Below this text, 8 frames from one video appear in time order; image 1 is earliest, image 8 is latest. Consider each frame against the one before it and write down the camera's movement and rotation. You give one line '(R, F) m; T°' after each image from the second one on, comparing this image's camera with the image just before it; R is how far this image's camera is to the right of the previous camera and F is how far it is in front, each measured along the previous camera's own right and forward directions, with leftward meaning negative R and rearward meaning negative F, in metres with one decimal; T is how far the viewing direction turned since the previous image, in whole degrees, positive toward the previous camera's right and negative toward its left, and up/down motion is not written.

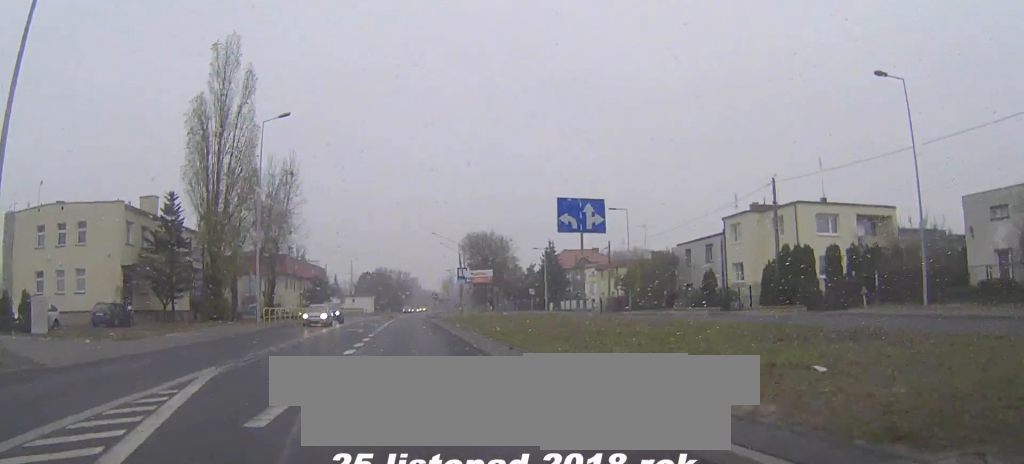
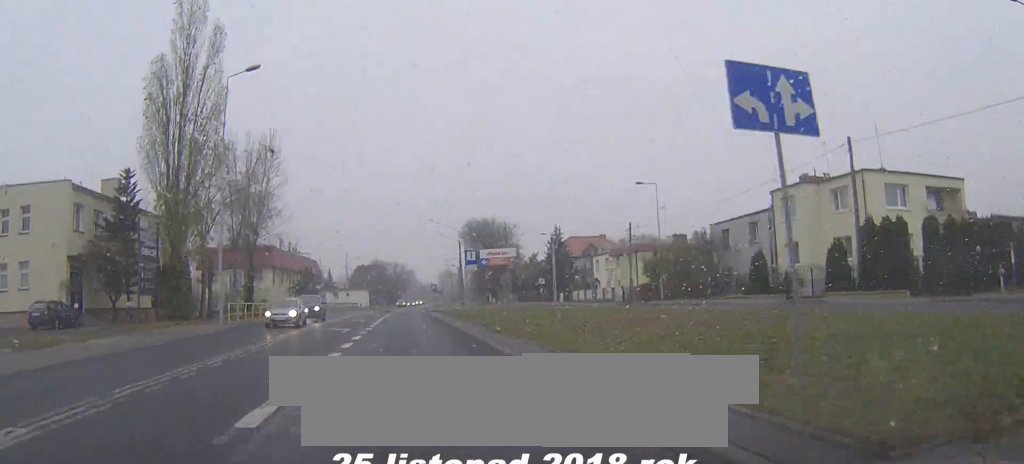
(0.0, +8.1) m; 0°
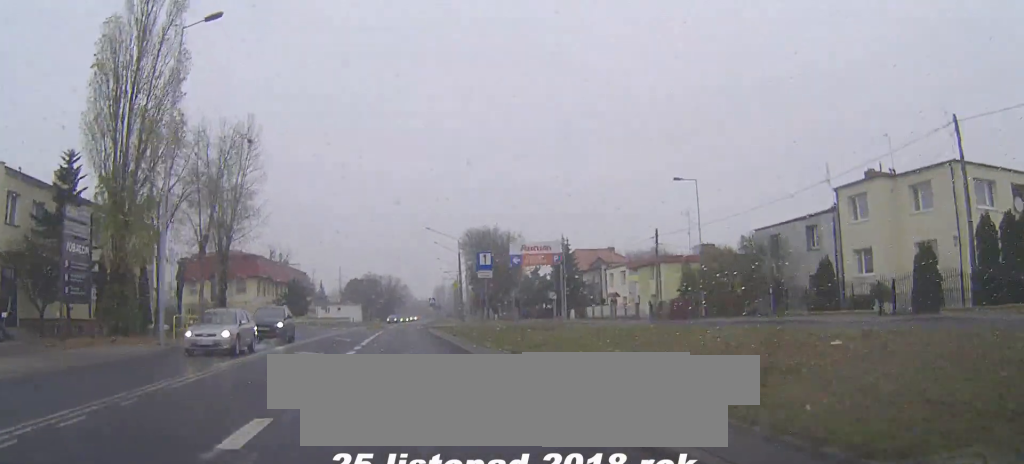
(0.0, +8.1) m; 0°
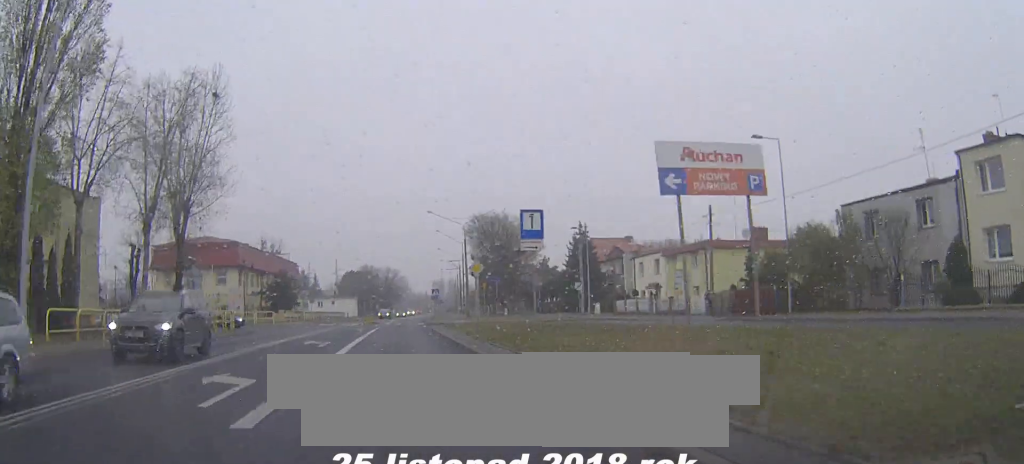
(0.0, +11.2) m; 0°
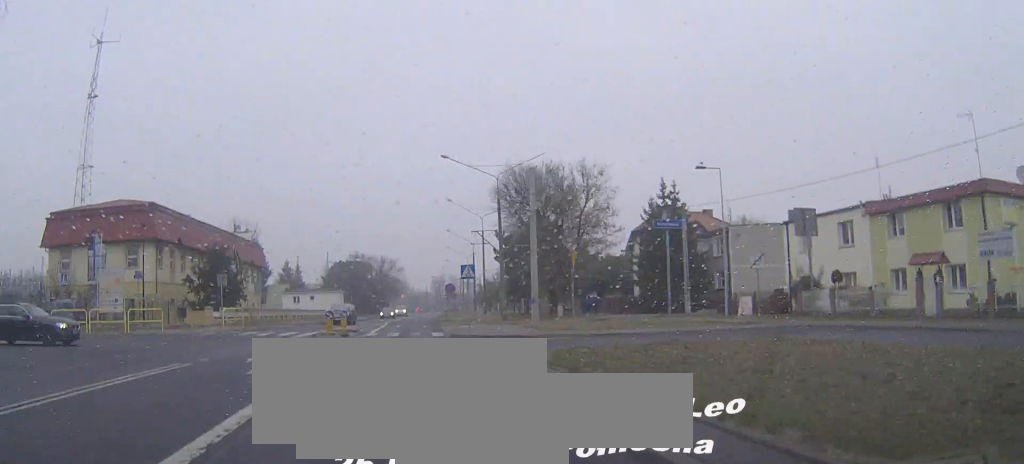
(0.0, +31.3) m; 0°
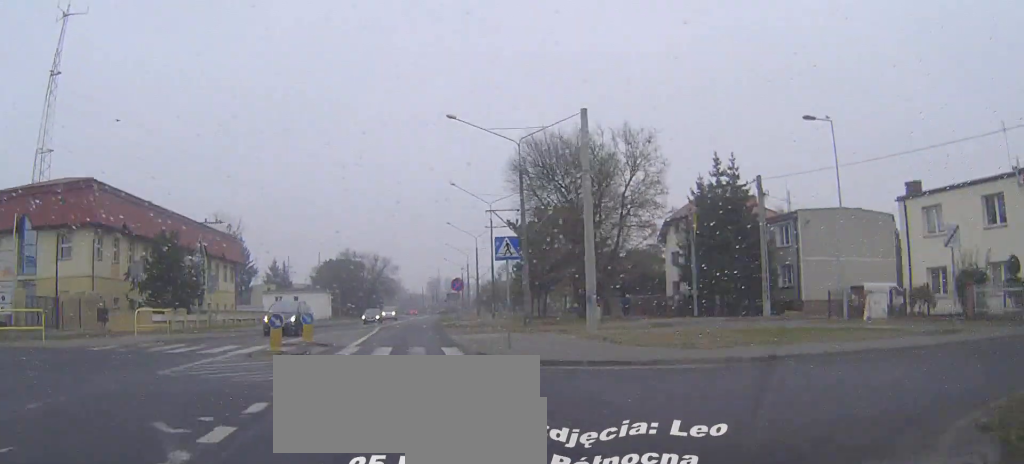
(0.0, +12.7) m; 0°
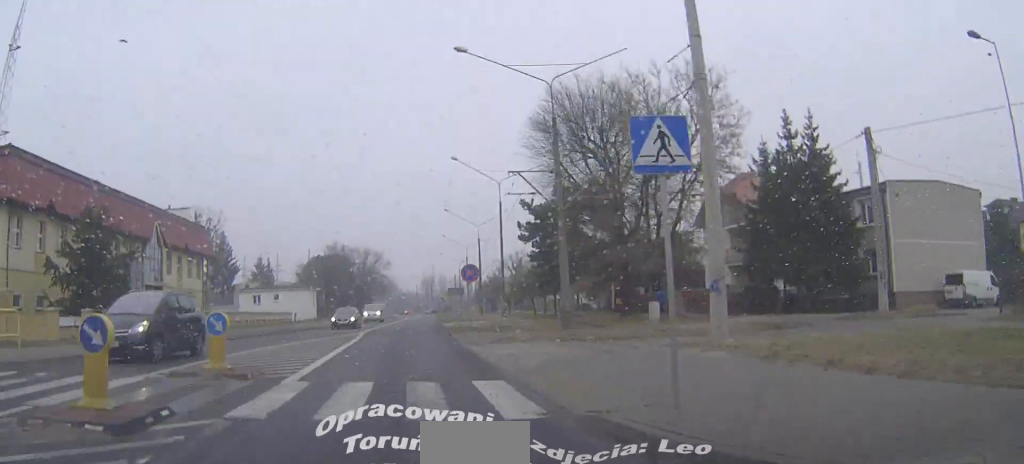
(+0.1, +11.4) m; 0°
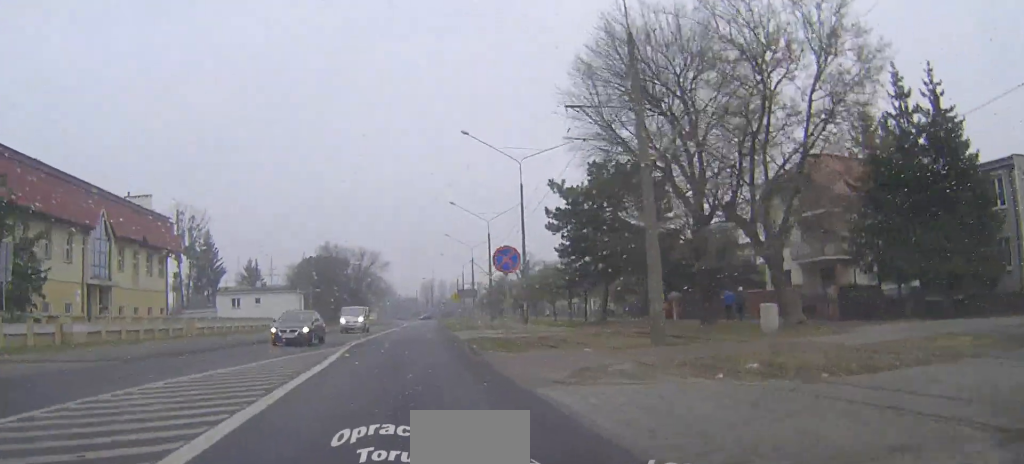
(+0.1, +11.4) m; 0°
